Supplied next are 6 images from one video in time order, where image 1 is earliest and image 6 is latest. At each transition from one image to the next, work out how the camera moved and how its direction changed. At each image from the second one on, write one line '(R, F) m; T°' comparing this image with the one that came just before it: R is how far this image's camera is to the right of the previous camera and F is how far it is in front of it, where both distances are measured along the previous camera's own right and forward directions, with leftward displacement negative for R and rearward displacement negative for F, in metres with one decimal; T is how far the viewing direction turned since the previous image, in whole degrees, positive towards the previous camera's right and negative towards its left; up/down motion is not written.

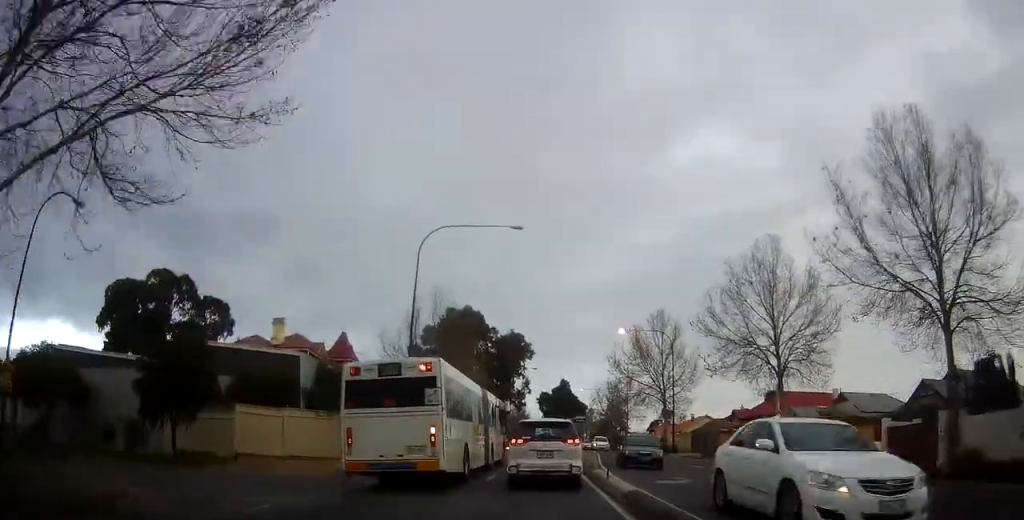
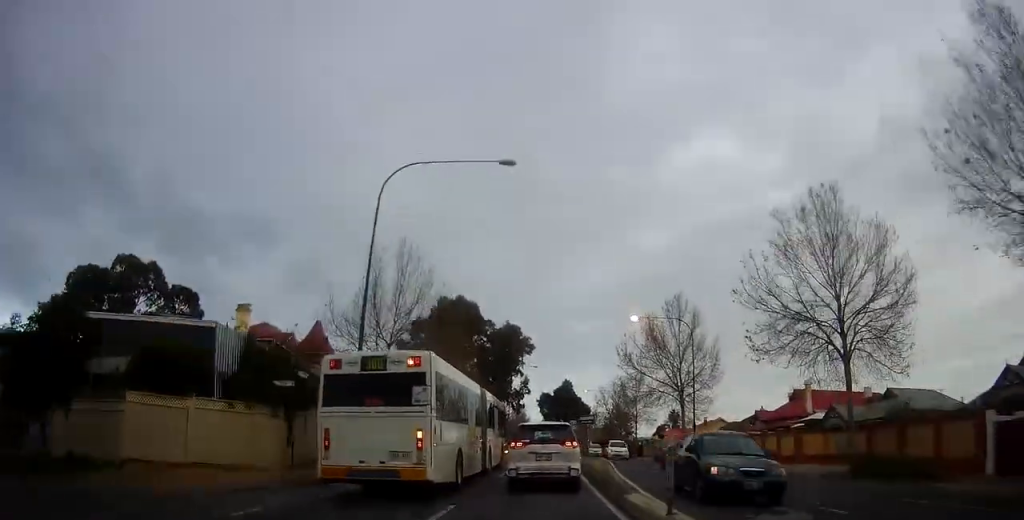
(-0.3, +7.8) m; 0°
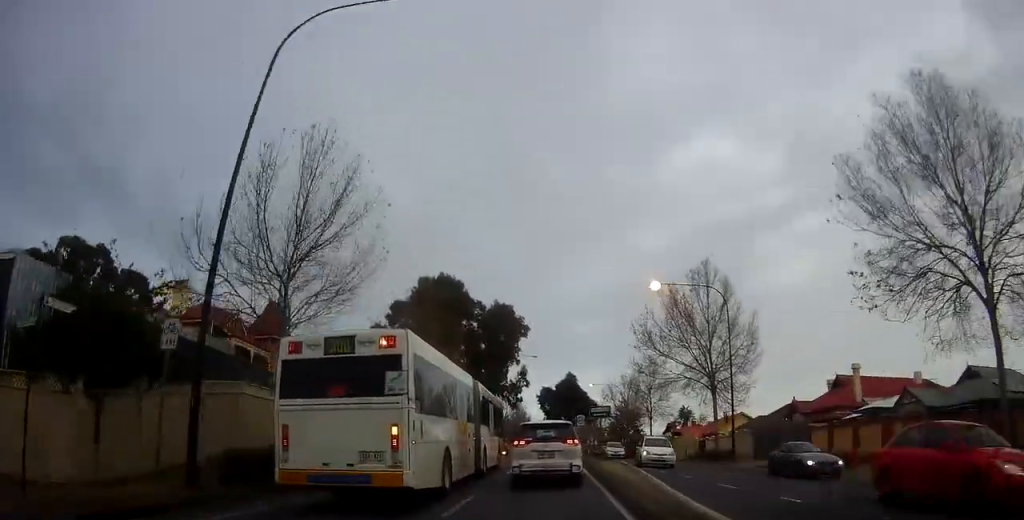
(+0.7, +10.5) m; +2°
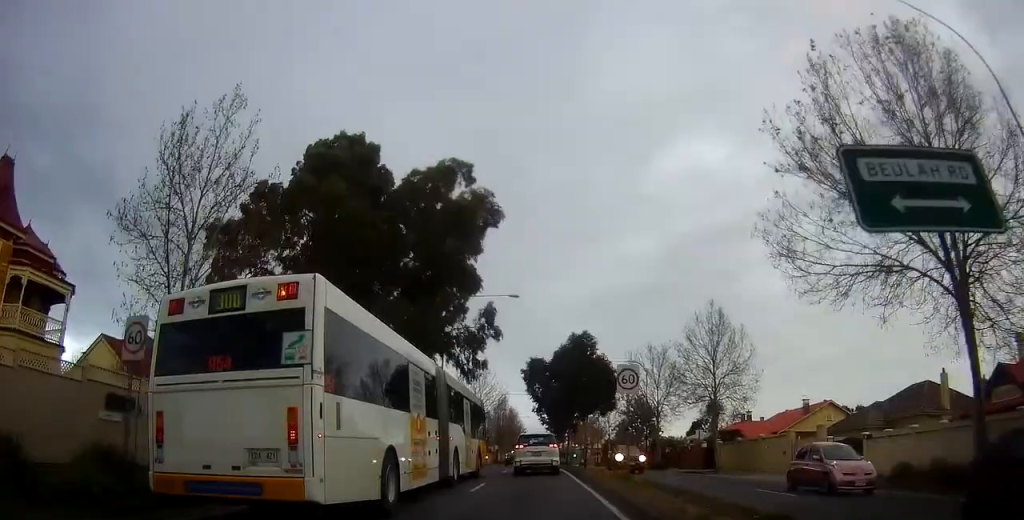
(+0.2, +32.7) m; -2°
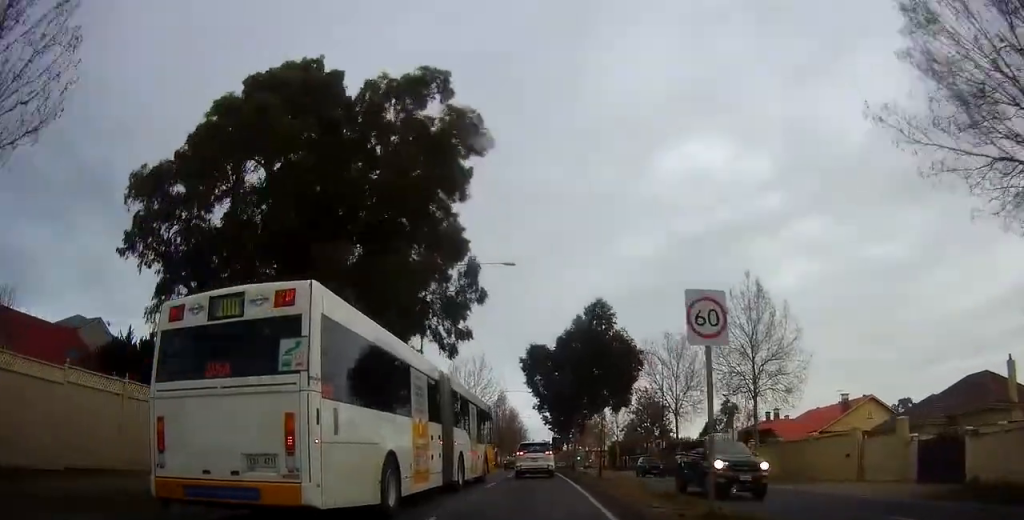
(-0.5, +8.1) m; -1°
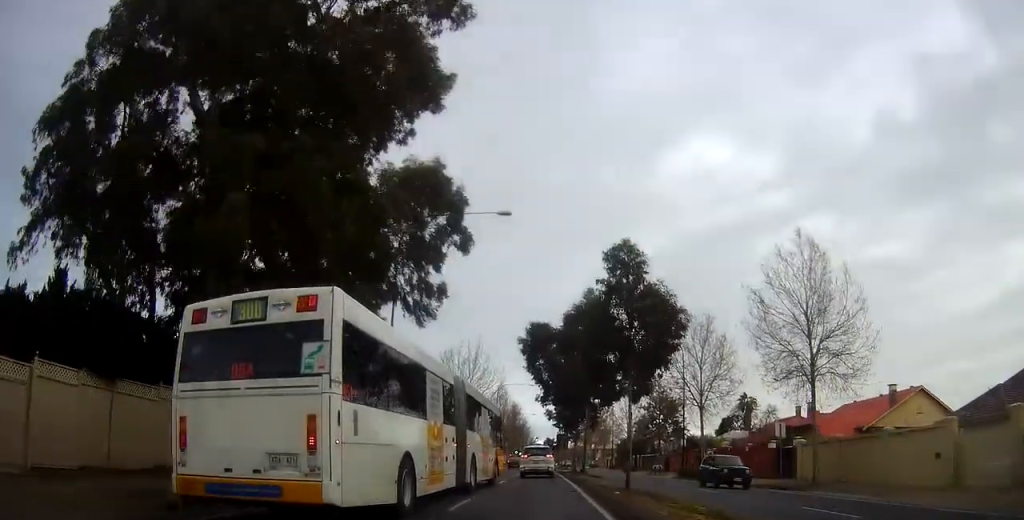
(0.0, +7.6) m; +1°
